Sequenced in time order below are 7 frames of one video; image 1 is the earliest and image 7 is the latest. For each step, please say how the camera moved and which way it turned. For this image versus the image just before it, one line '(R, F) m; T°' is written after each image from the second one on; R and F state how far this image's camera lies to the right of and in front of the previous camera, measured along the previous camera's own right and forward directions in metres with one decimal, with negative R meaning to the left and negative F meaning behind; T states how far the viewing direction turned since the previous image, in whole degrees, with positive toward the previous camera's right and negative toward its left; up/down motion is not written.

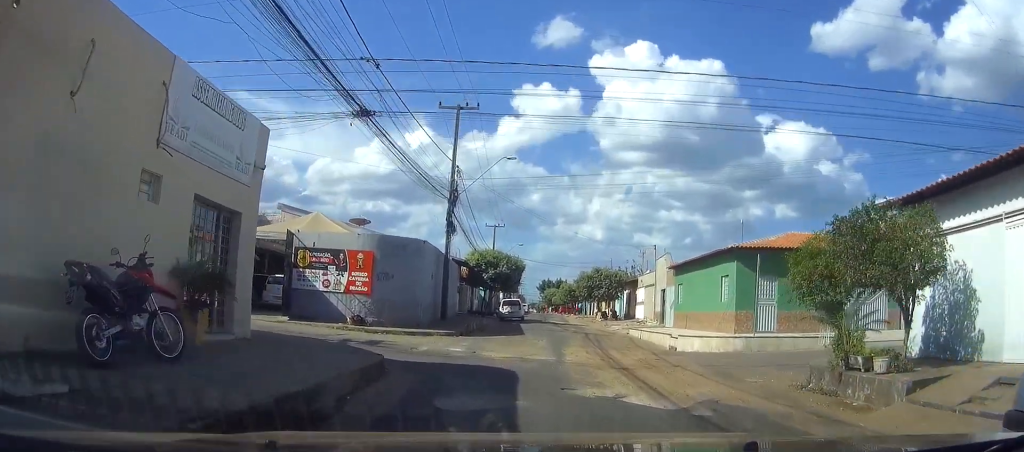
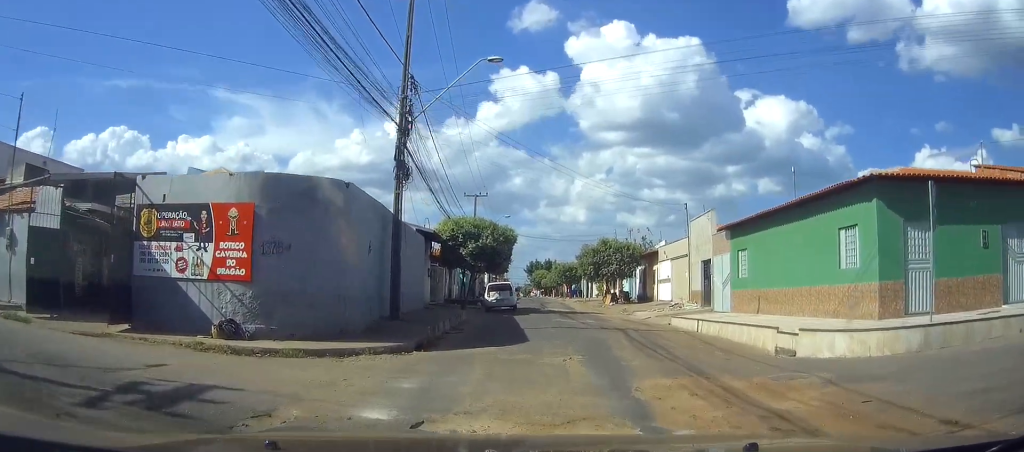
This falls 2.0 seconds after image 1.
(+0.7, +11.0) m; +6°
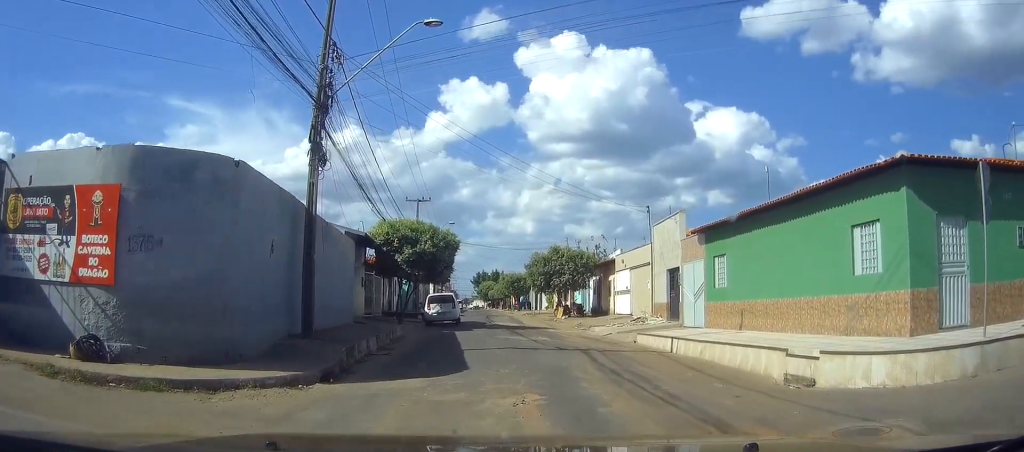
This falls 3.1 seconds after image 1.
(0.0, +3.8) m; -1°
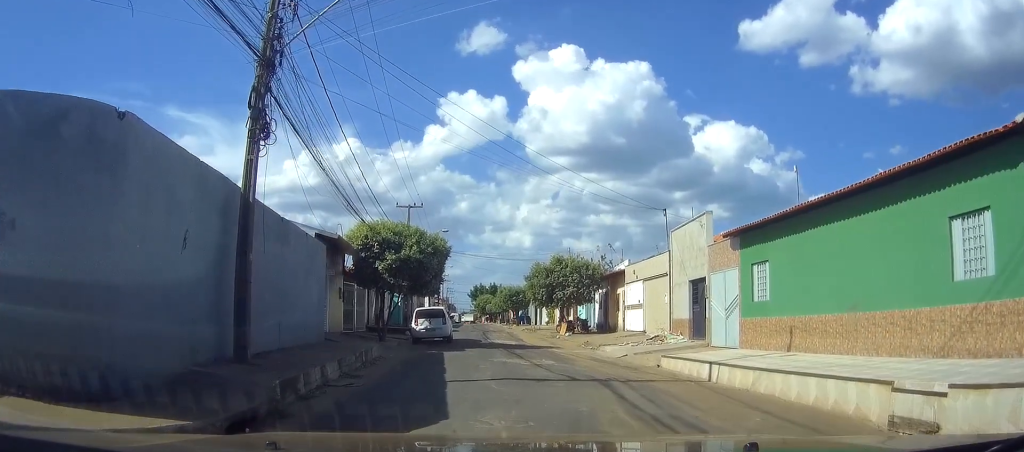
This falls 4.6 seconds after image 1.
(-0.2, +4.0) m; 0°
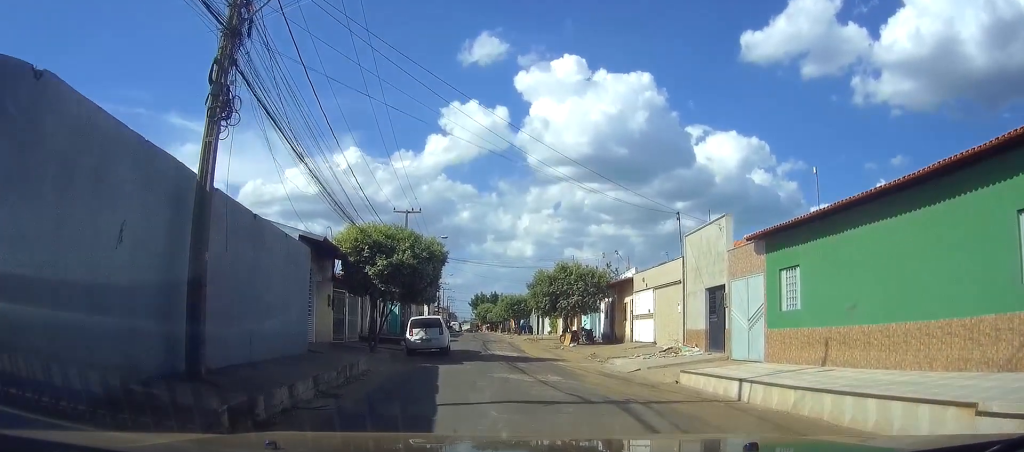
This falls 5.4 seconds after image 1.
(+0.2, +2.0) m; +5°
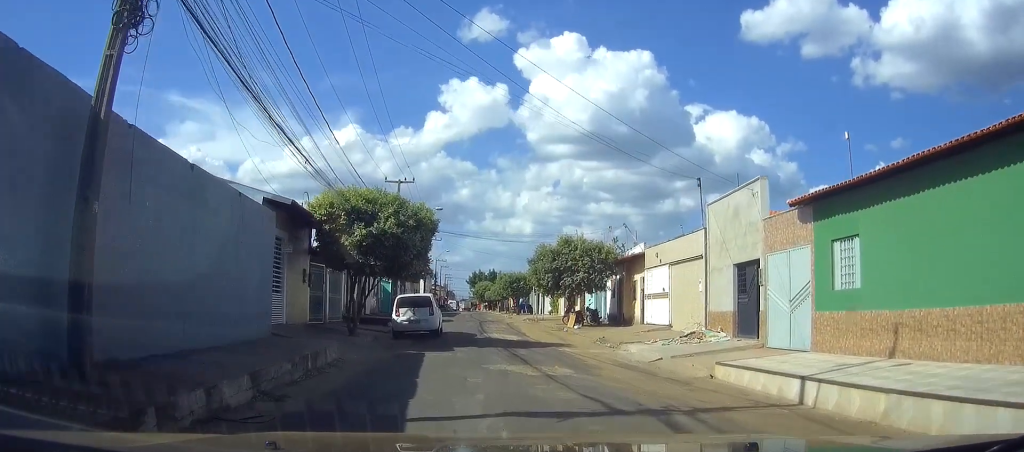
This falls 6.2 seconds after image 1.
(+0.1, +3.0) m; +2°
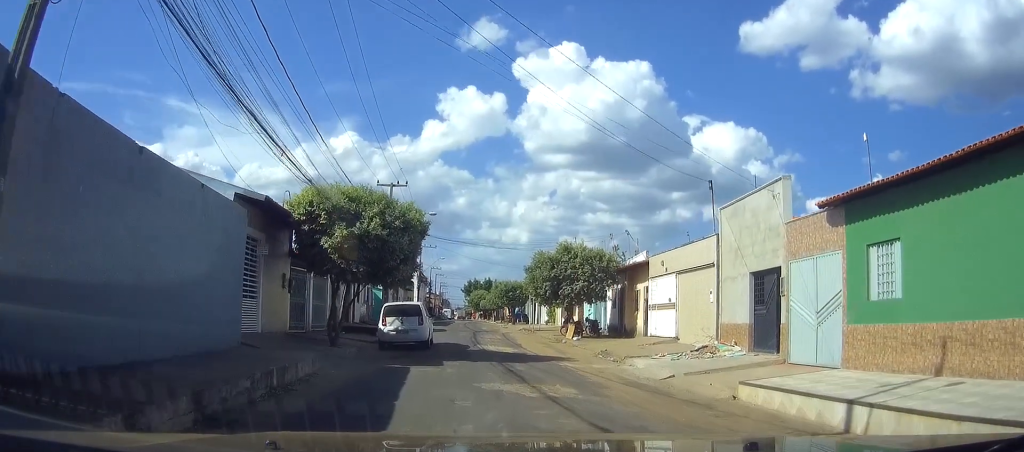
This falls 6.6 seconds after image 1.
(0.0, +1.5) m; 0°
